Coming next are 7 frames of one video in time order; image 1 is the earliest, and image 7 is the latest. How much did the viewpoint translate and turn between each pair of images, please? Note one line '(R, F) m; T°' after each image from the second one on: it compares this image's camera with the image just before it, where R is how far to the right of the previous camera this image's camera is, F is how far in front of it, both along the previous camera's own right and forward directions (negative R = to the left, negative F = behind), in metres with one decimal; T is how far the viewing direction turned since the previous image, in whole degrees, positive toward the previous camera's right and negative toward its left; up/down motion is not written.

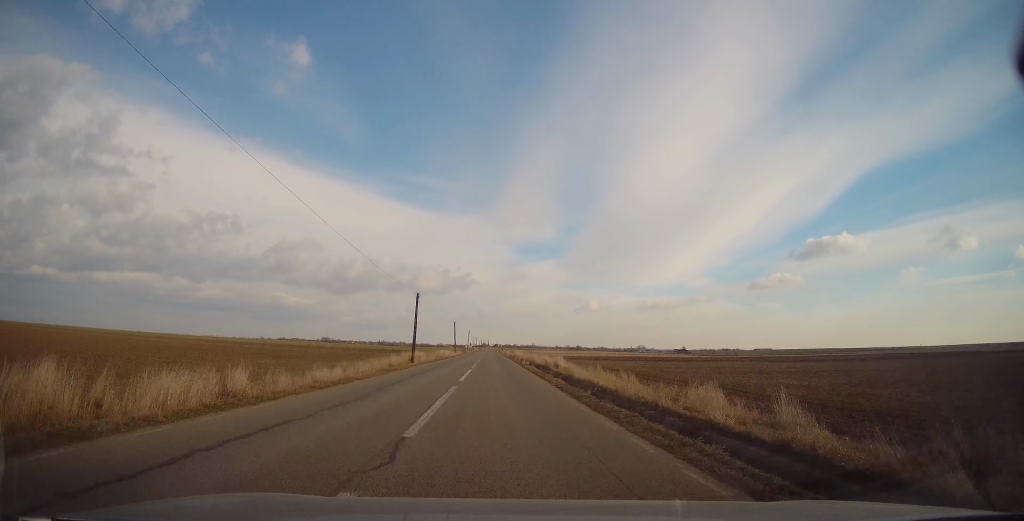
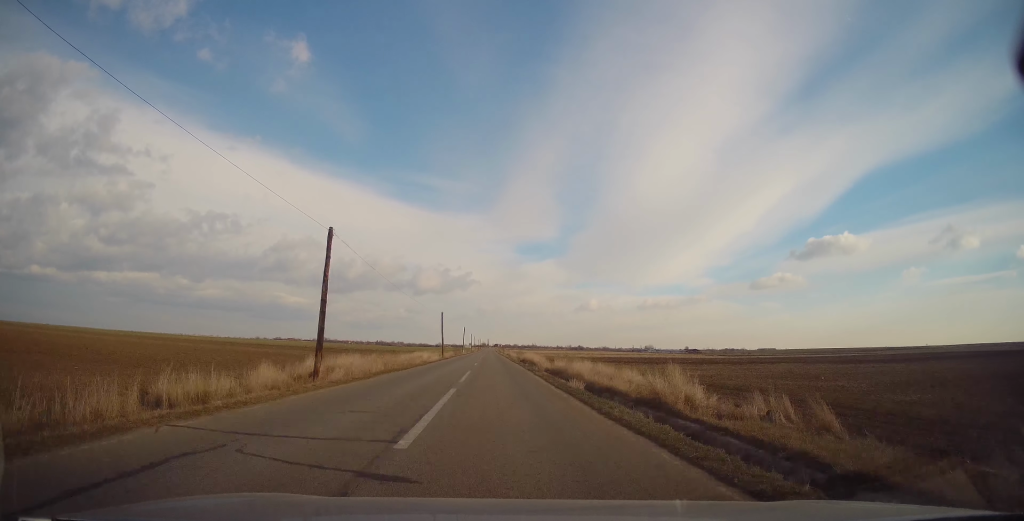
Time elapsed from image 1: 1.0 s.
(-0.6, +24.5) m; 0°
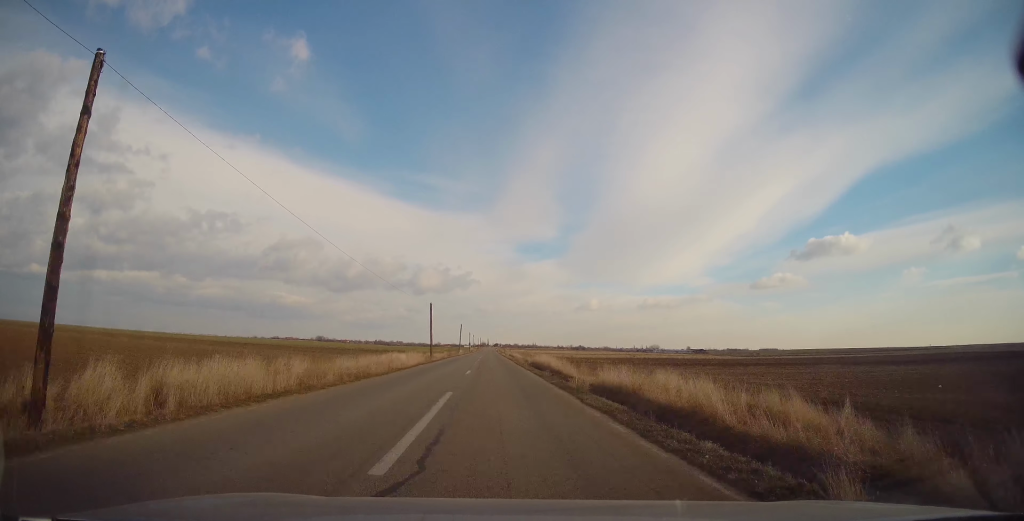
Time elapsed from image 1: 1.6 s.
(+0.3, +13.4) m; +1°
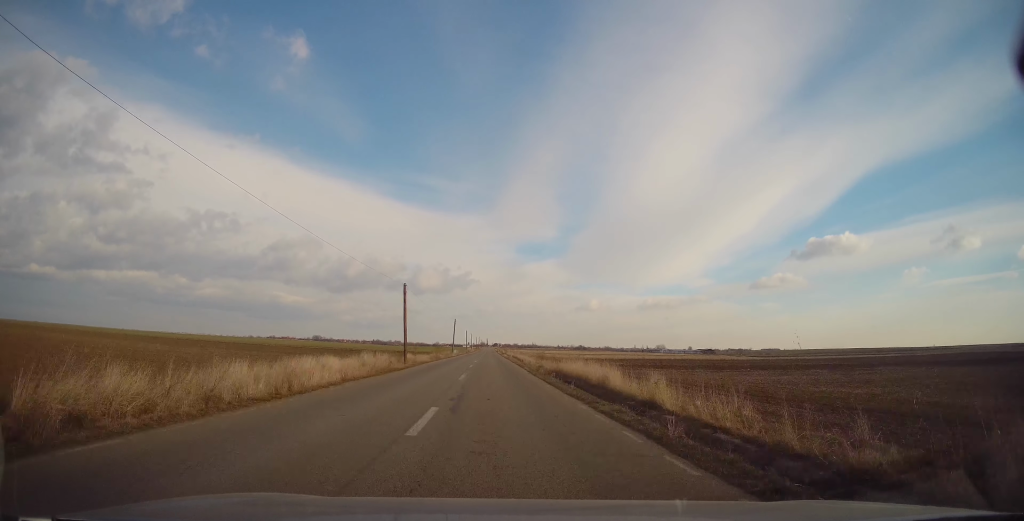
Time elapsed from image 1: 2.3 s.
(+0.2, +17.0) m; +1°
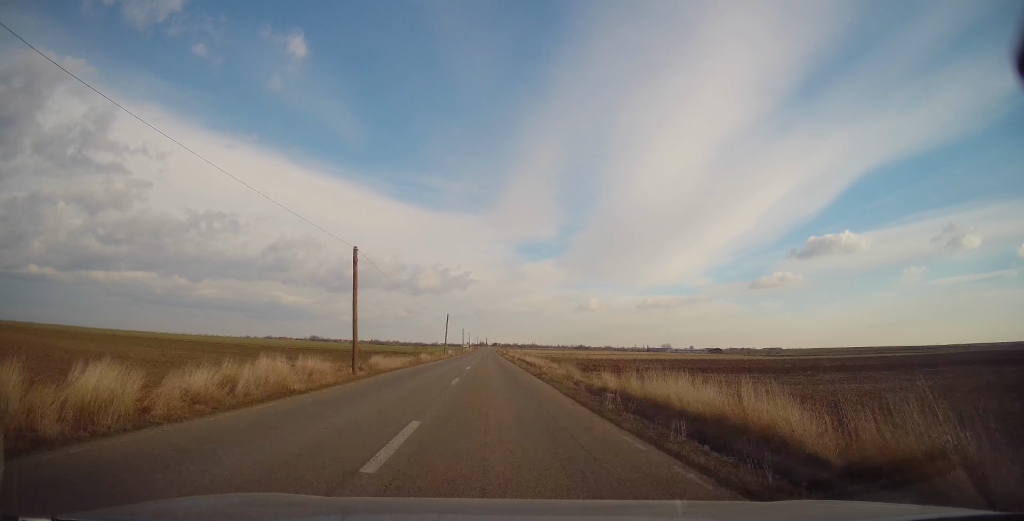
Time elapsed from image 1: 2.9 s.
(+0.1, +14.7) m; 0°
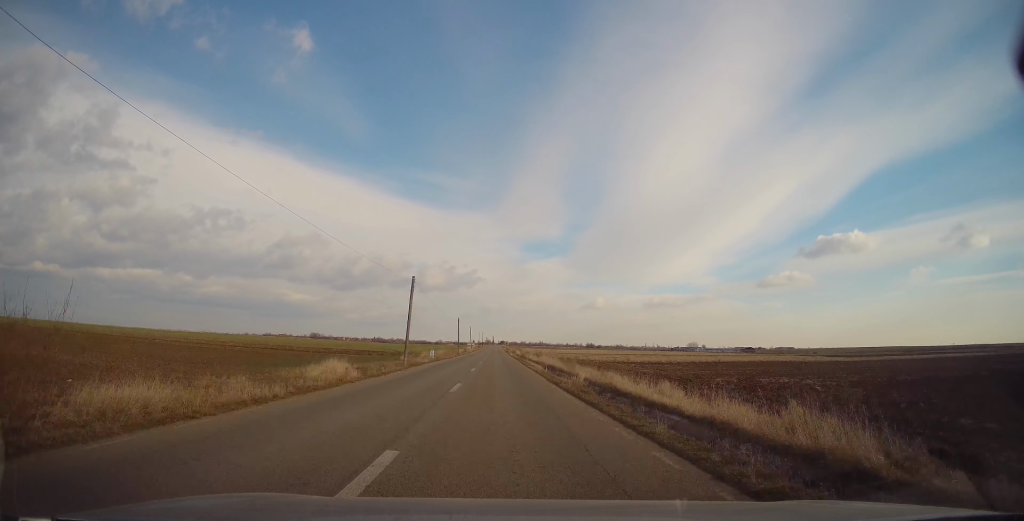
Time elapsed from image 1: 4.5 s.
(-0.4, +38.3) m; -1°
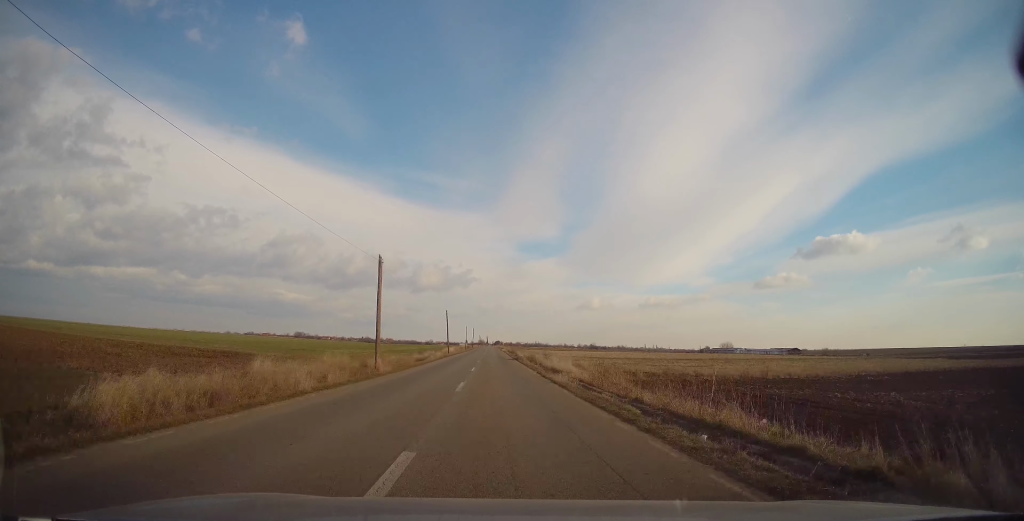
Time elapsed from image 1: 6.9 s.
(+0.6, +58.6) m; +1°
